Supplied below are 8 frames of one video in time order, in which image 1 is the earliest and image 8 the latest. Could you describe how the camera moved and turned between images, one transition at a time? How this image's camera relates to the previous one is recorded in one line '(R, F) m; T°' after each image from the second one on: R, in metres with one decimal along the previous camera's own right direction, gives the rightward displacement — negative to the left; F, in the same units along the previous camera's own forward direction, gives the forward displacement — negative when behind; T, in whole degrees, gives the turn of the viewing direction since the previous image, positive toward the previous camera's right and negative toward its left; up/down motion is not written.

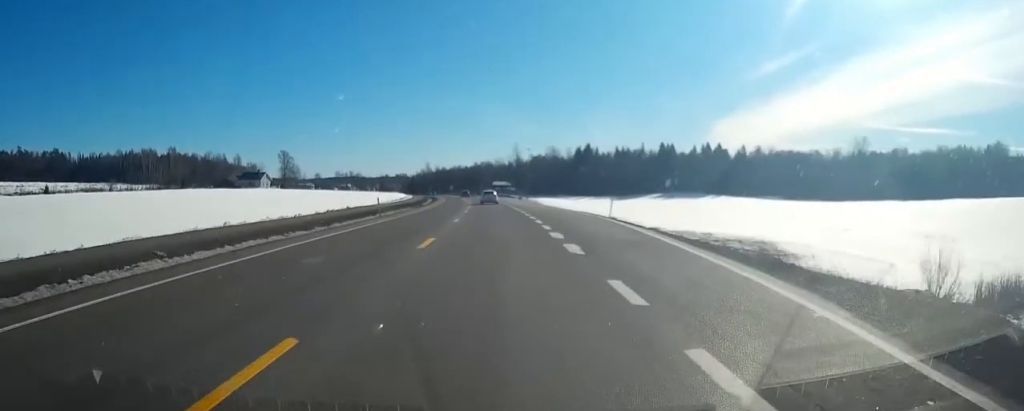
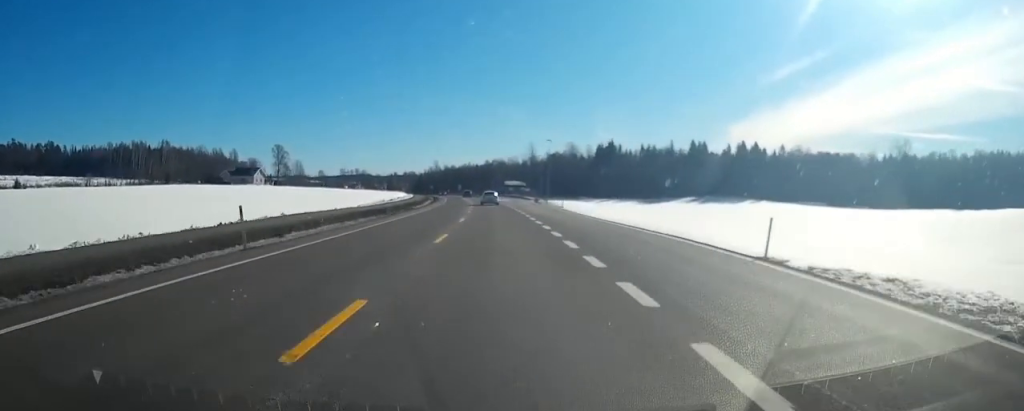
(-0.6, +21.3) m; -2°
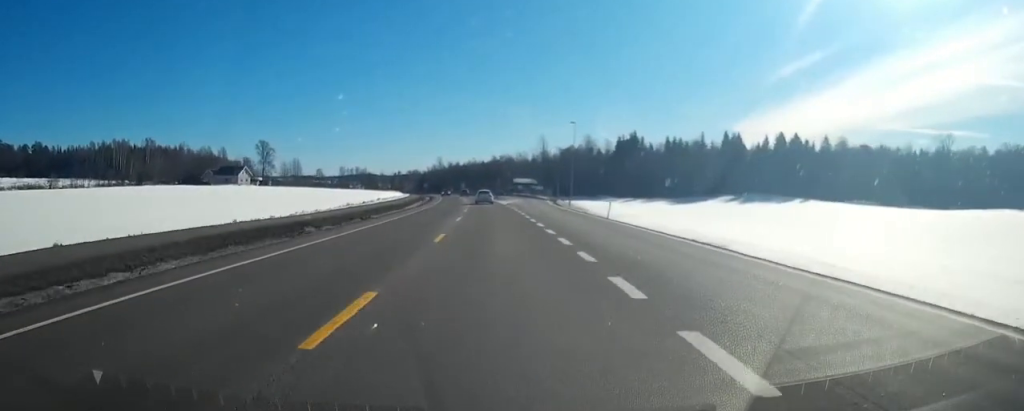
(-0.3, +23.0) m; -1°
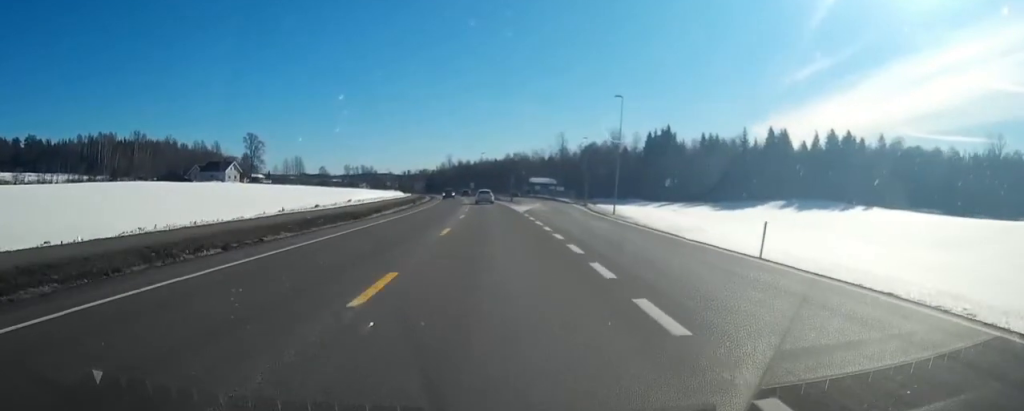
(-0.1, +21.9) m; 0°
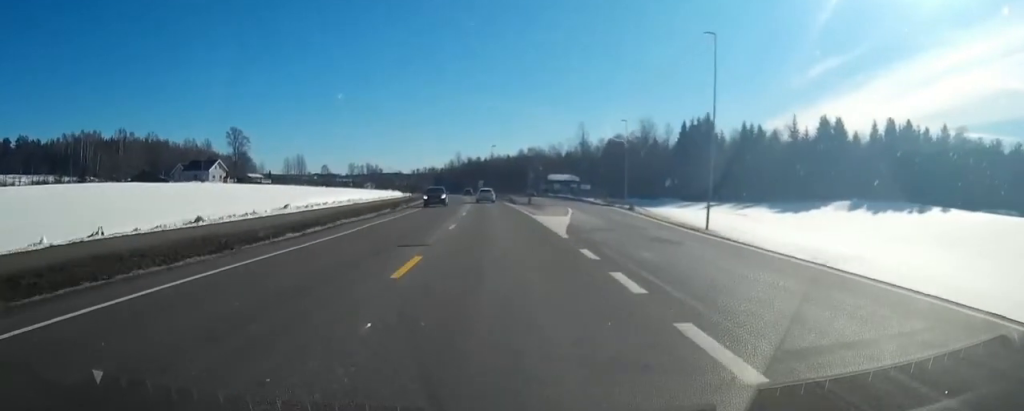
(-0.1, +21.3) m; 0°
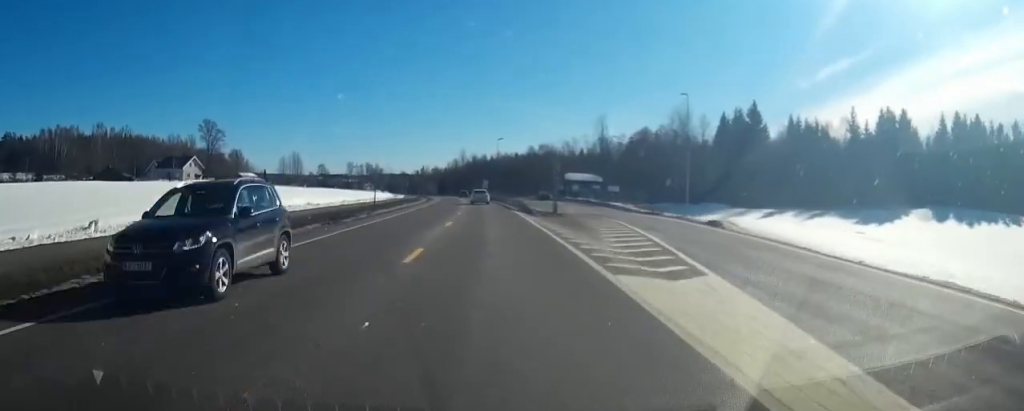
(0.0, +21.5) m; -1°
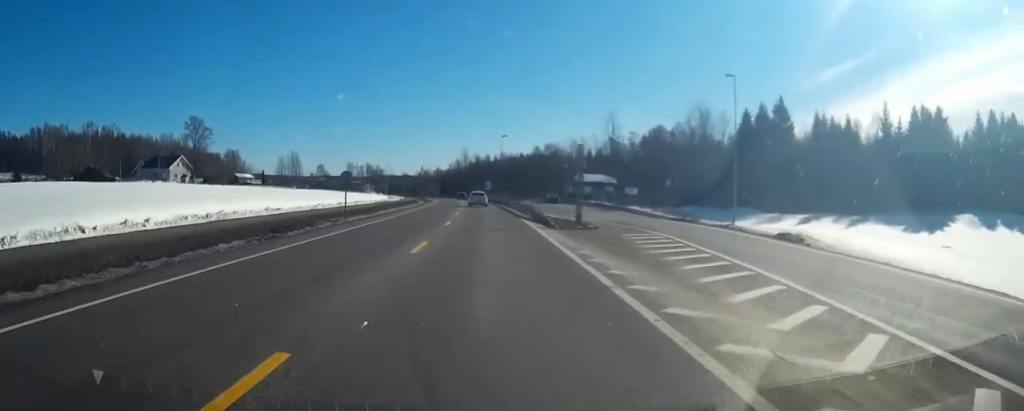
(0.0, +9.7) m; -1°
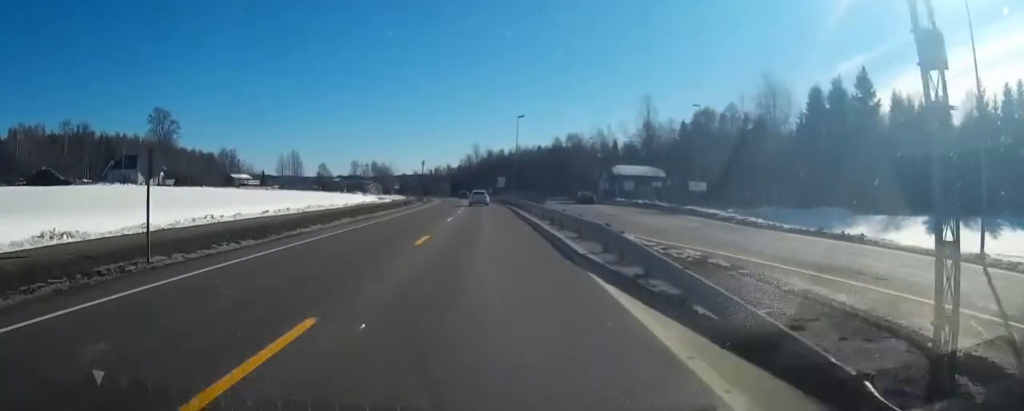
(-0.4, +22.4) m; -1°
